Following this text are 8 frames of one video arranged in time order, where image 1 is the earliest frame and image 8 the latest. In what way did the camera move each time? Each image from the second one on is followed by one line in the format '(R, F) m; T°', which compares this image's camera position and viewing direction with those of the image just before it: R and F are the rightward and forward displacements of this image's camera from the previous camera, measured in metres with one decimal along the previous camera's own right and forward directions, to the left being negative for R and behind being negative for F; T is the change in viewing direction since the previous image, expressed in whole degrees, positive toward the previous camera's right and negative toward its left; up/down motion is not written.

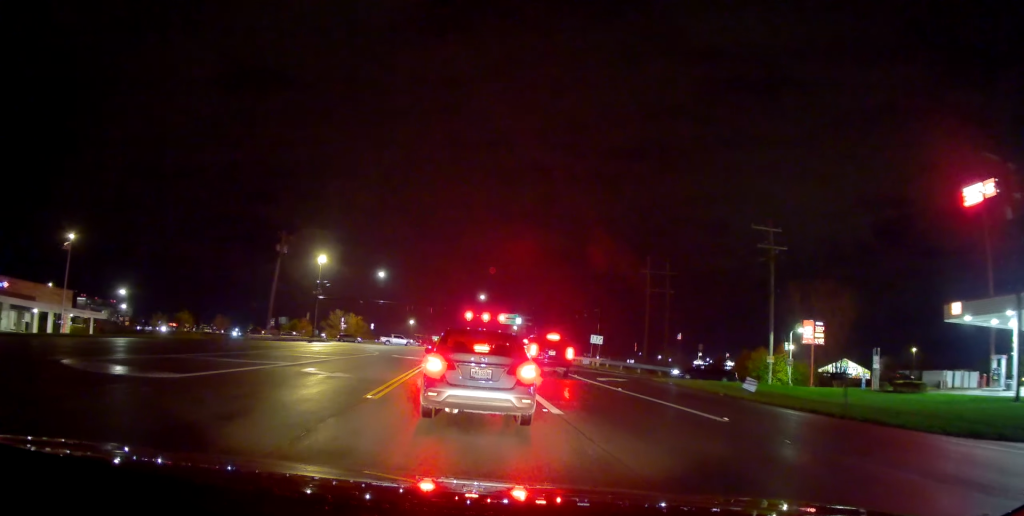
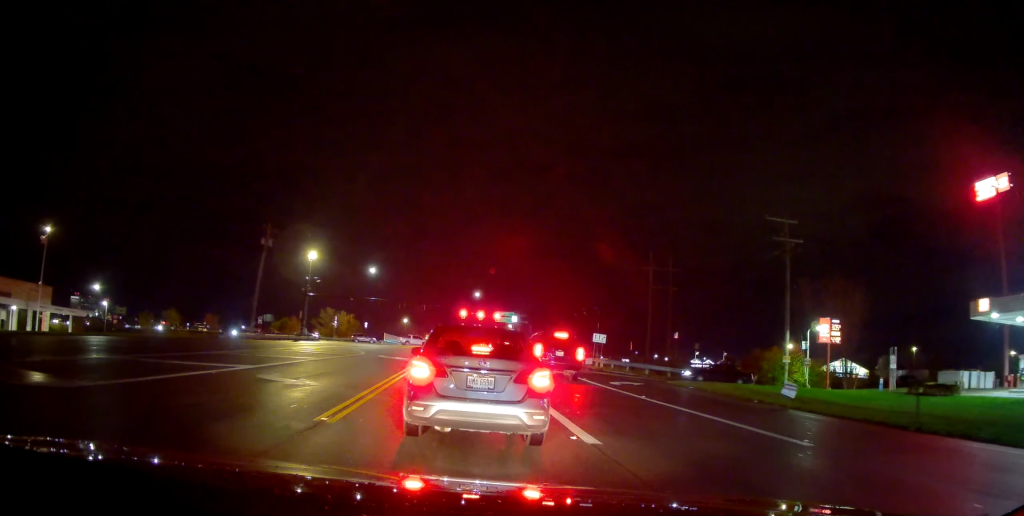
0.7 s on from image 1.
(-0.1, +4.3) m; +2°
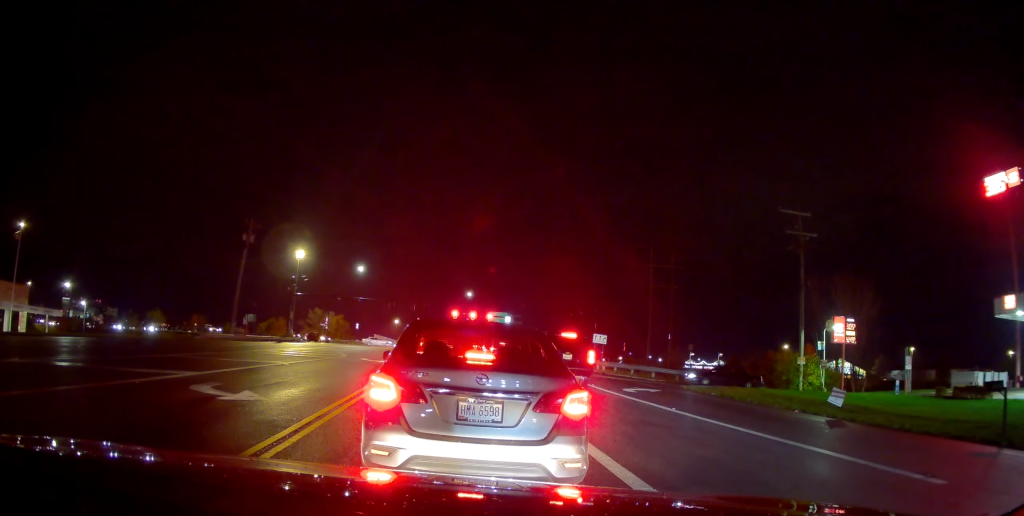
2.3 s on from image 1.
(+0.3, +6.6) m; +3°
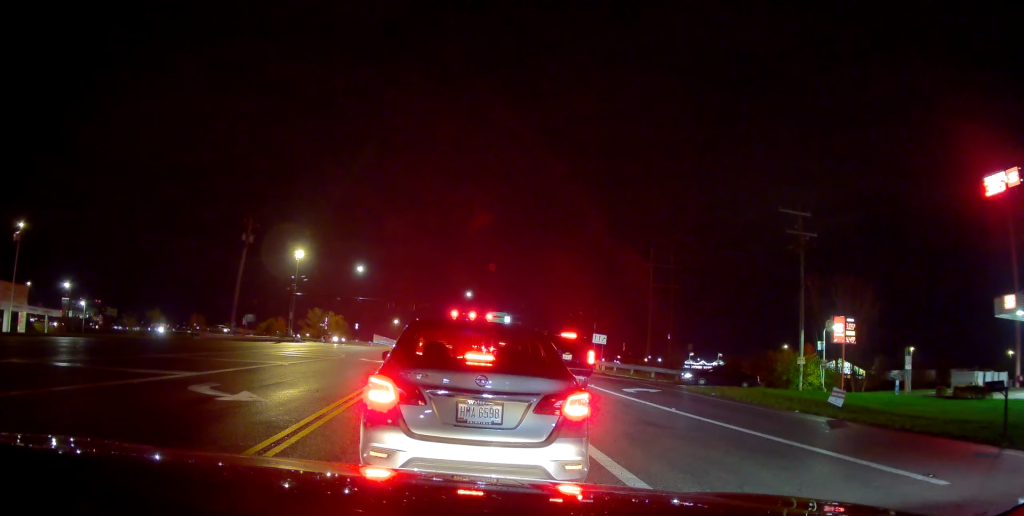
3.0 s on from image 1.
(-0.2, +0.2) m; 0°
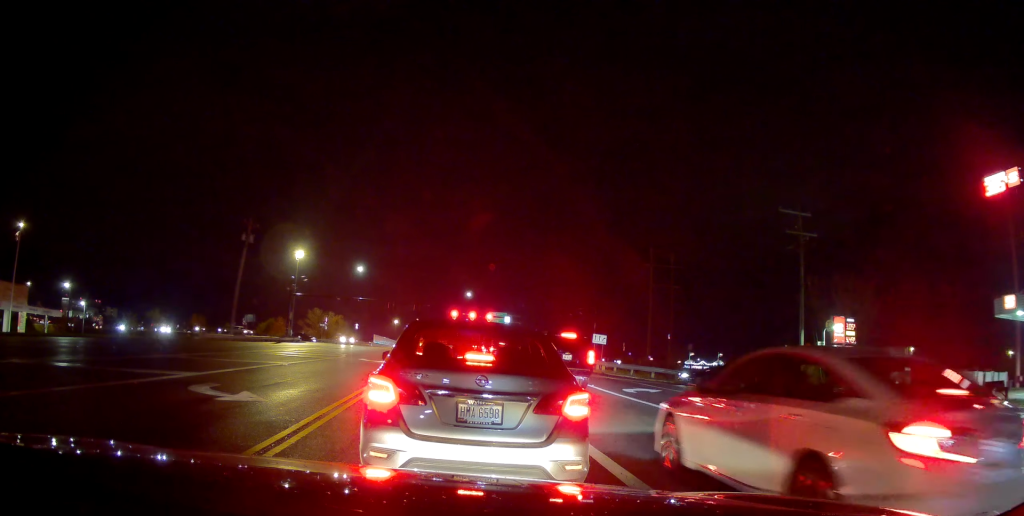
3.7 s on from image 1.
(-0.2, 0.0) m; 0°
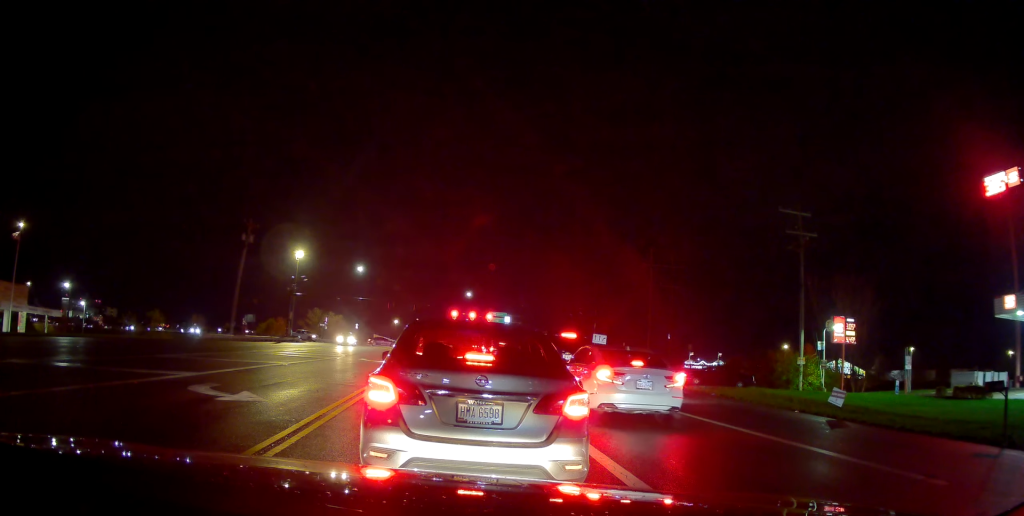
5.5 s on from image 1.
(0.0, 0.0) m; 0°
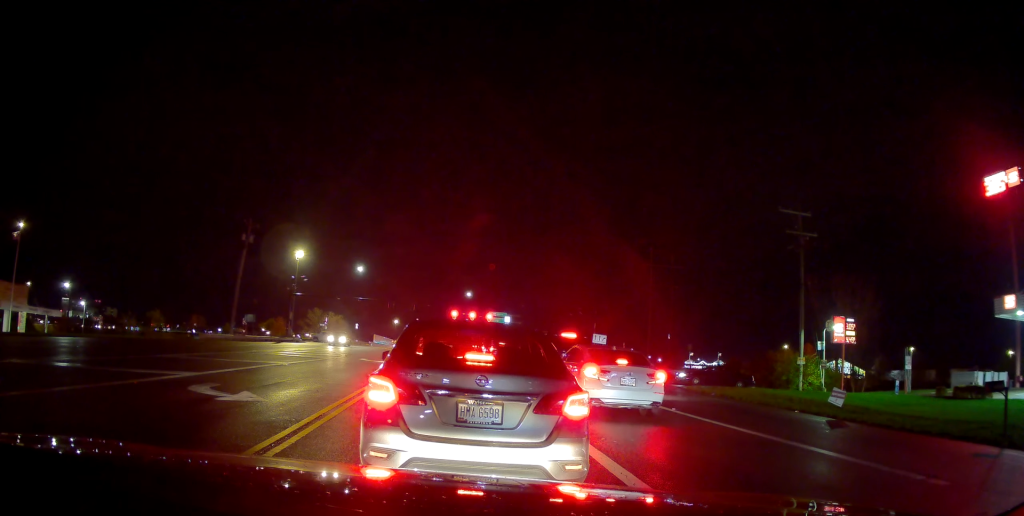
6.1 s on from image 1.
(0.0, 0.0) m; 0°
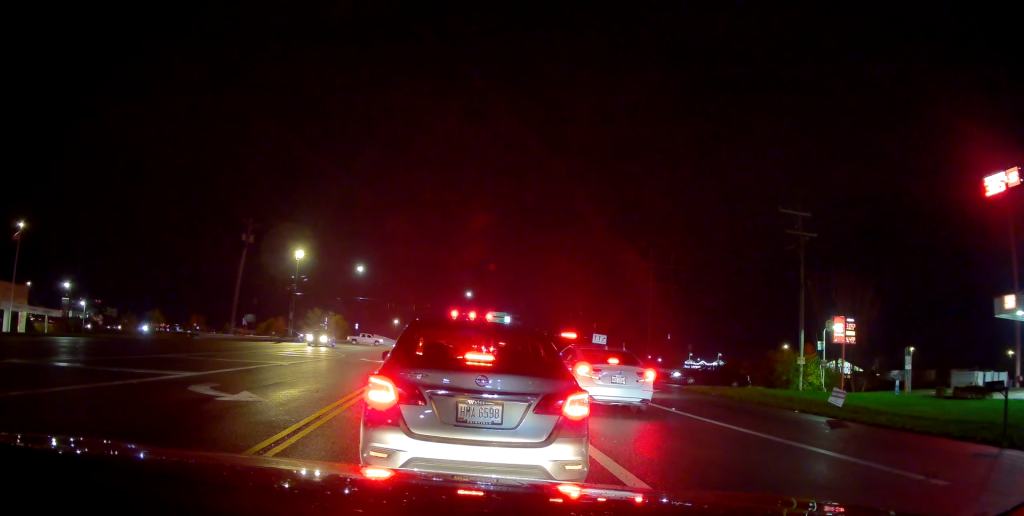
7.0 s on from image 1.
(0.0, 0.0) m; 0°
